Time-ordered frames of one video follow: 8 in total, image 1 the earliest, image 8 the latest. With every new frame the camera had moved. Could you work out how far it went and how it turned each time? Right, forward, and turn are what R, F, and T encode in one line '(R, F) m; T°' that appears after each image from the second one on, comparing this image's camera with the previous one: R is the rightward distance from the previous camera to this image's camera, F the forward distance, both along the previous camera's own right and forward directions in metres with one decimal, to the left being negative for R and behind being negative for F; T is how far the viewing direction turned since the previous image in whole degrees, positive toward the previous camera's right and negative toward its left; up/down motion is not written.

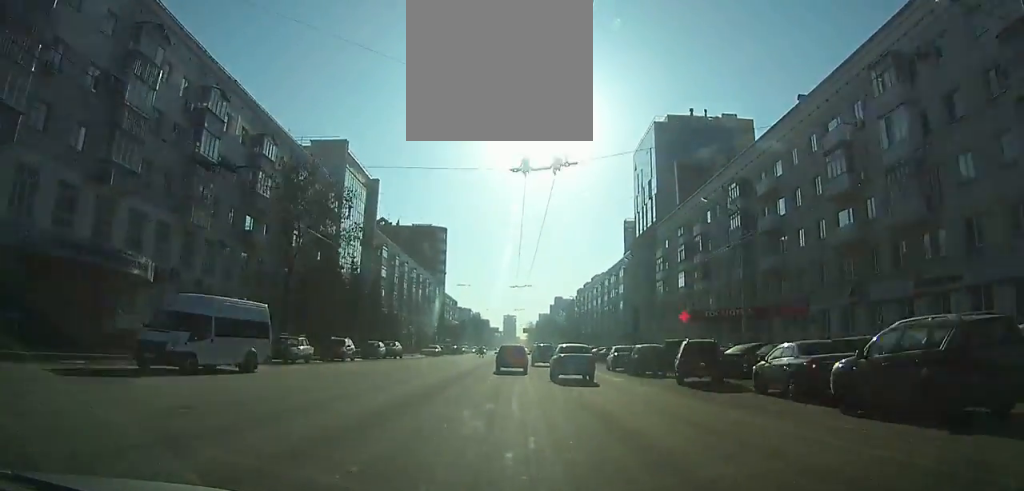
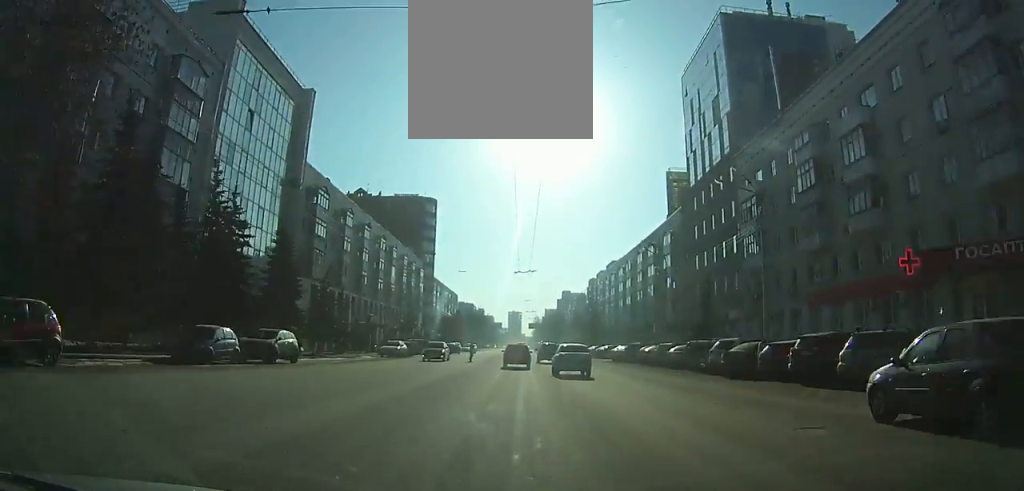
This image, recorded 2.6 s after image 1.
(-0.2, +23.0) m; -1°
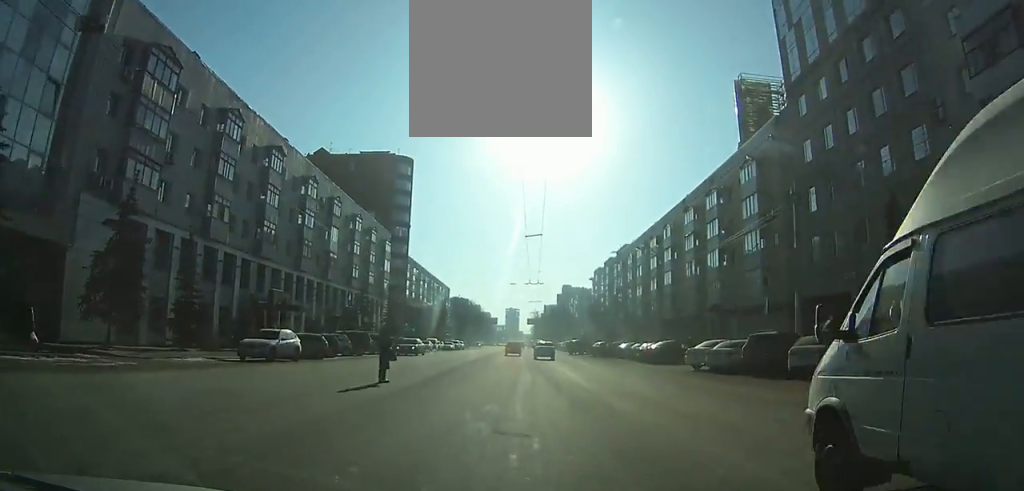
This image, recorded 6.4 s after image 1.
(-0.1, +29.0) m; 0°
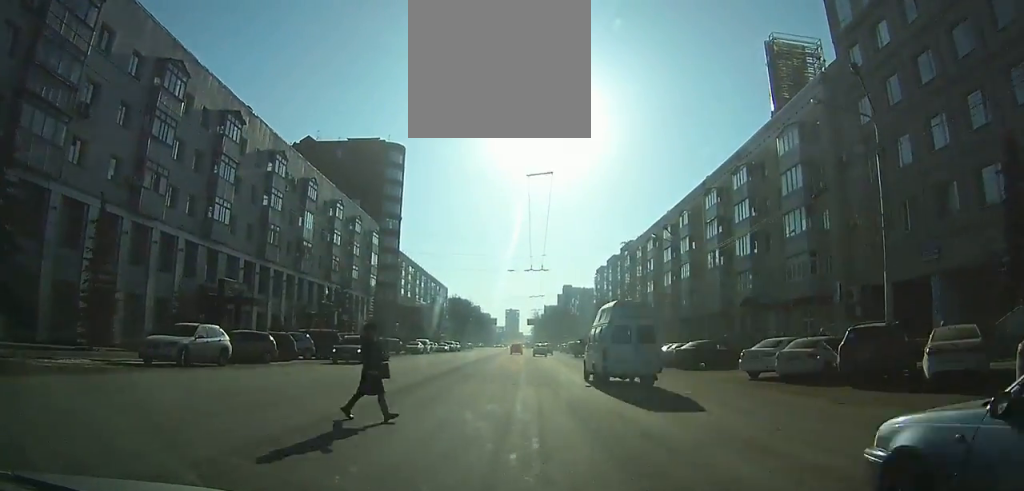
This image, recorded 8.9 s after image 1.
(0.0, +15.8) m; 0°
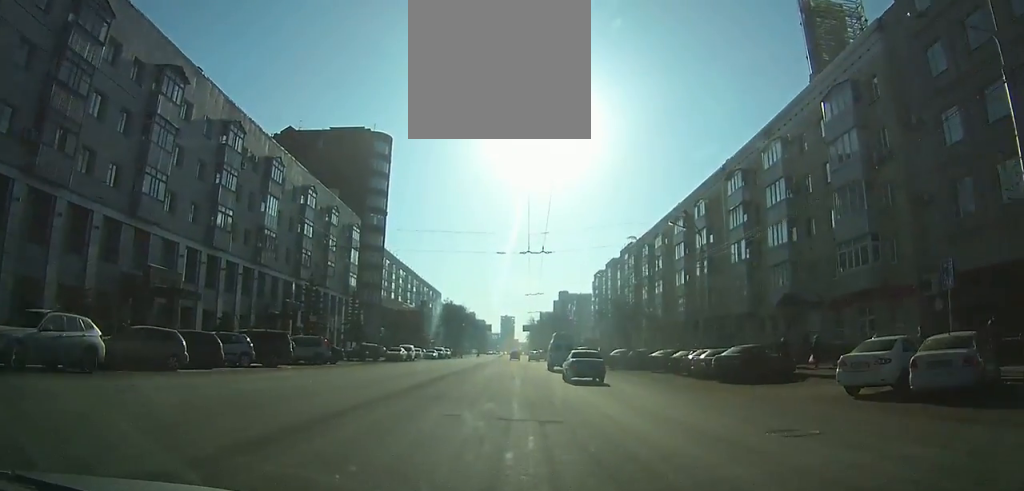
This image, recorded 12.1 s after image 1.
(-0.1, +19.8) m; -1°
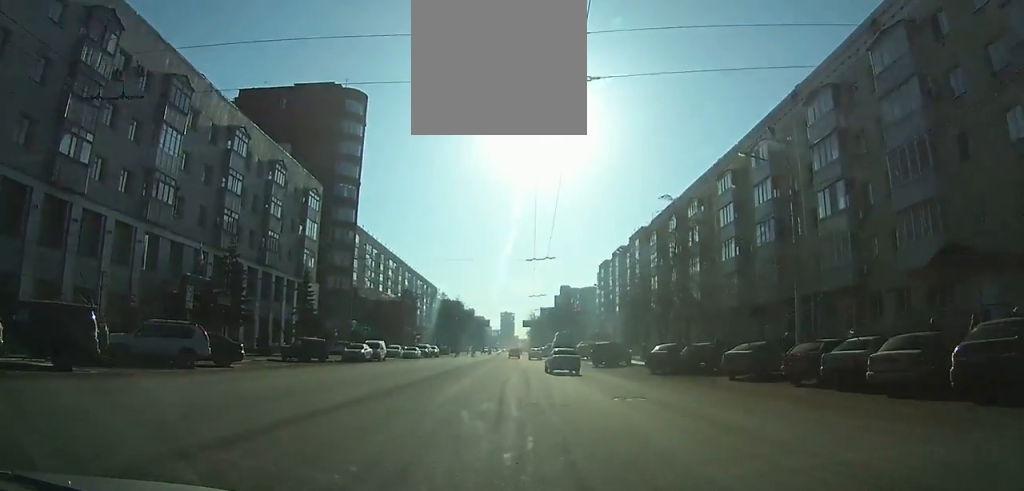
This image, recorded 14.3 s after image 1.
(-0.1, +14.6) m; 0°
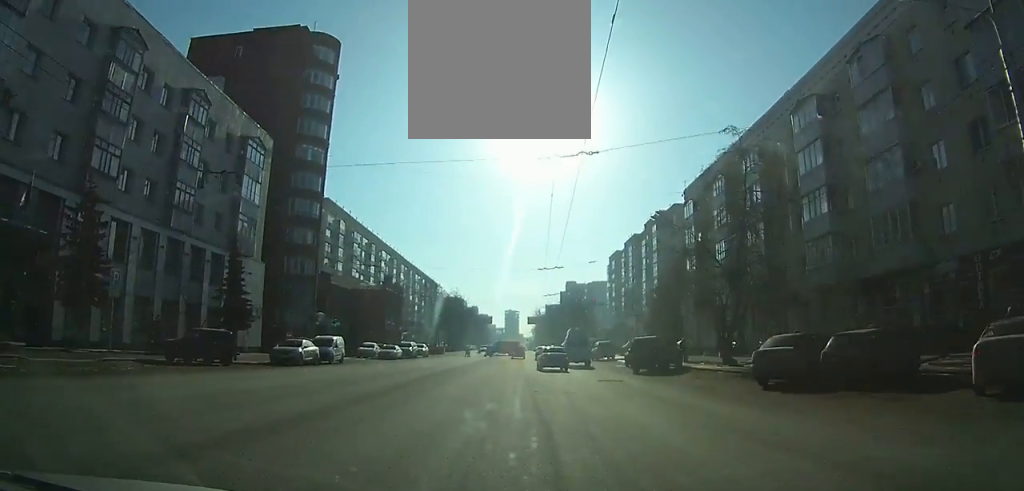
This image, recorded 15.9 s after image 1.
(-0.1, +11.1) m; 0°
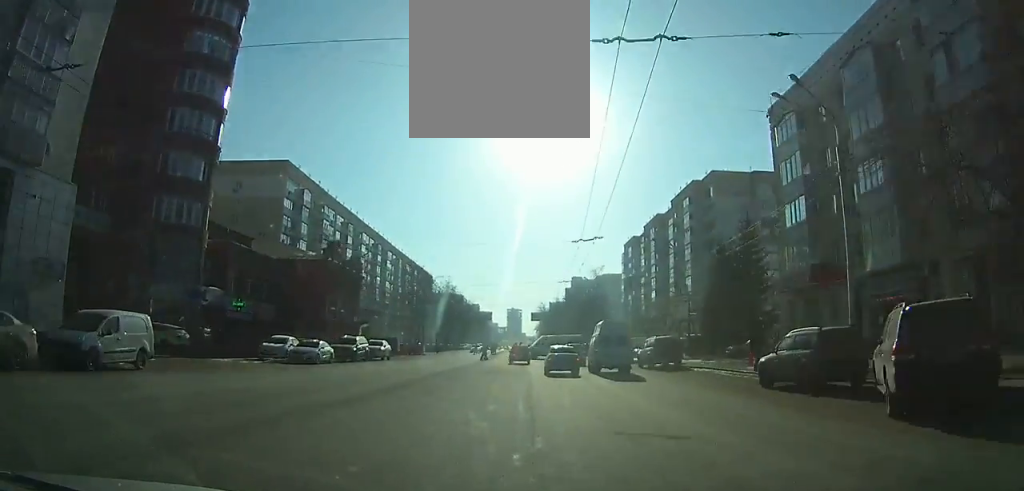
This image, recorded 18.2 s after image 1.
(+0.1, +15.3) m; 0°
